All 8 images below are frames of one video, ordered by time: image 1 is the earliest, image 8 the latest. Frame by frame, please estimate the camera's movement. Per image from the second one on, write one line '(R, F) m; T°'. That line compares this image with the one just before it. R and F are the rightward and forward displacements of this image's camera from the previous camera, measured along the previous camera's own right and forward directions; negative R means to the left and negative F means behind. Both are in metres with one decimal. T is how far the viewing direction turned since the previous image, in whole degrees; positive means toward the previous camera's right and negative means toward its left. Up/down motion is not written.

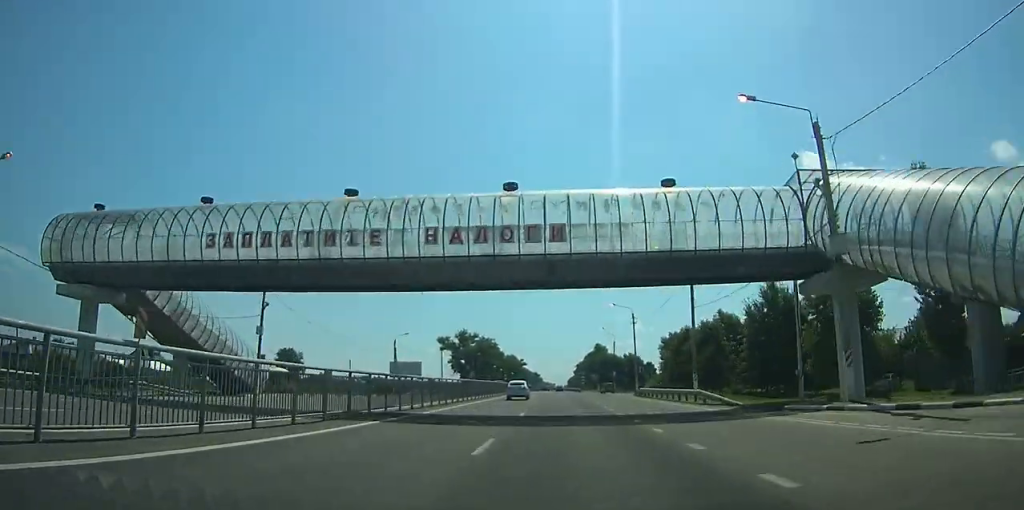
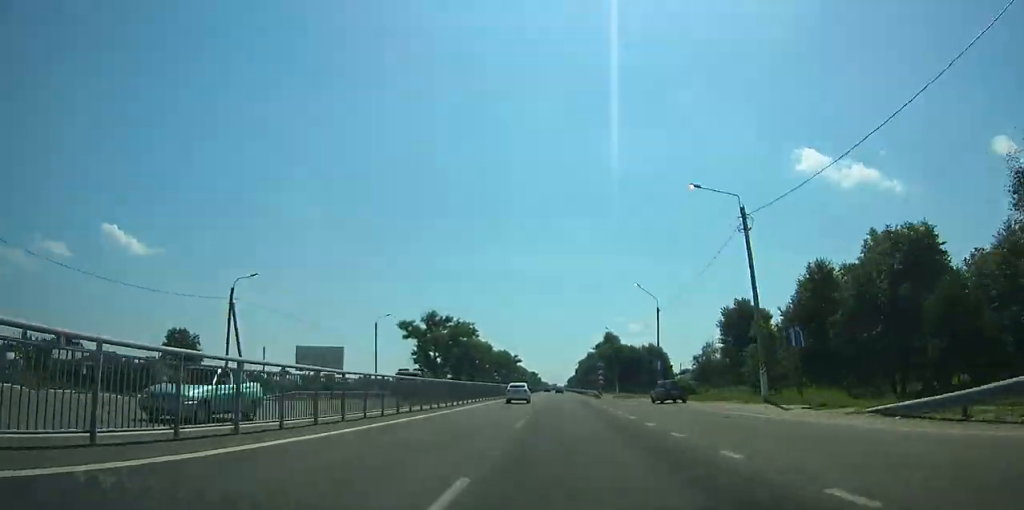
(-0.1, +41.6) m; 0°
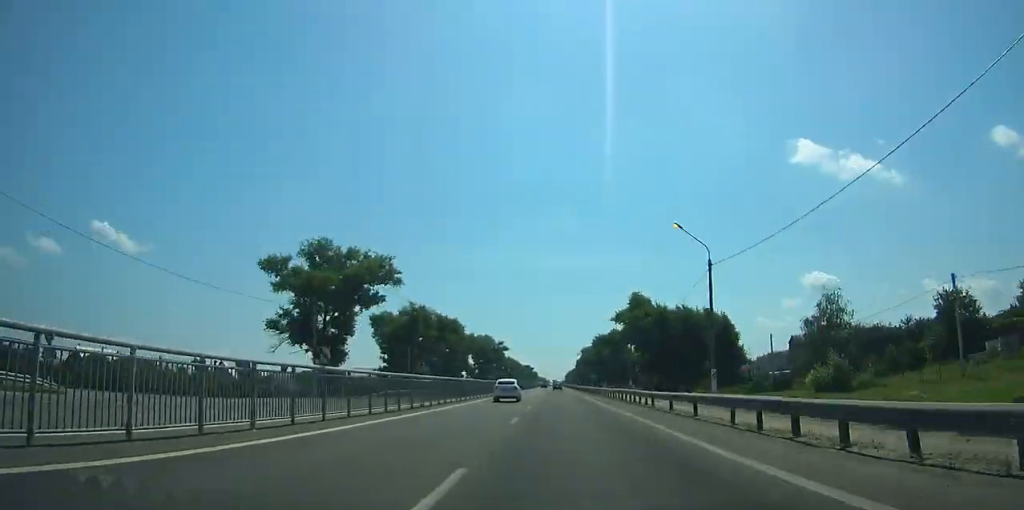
(+0.3, +57.8) m; 0°
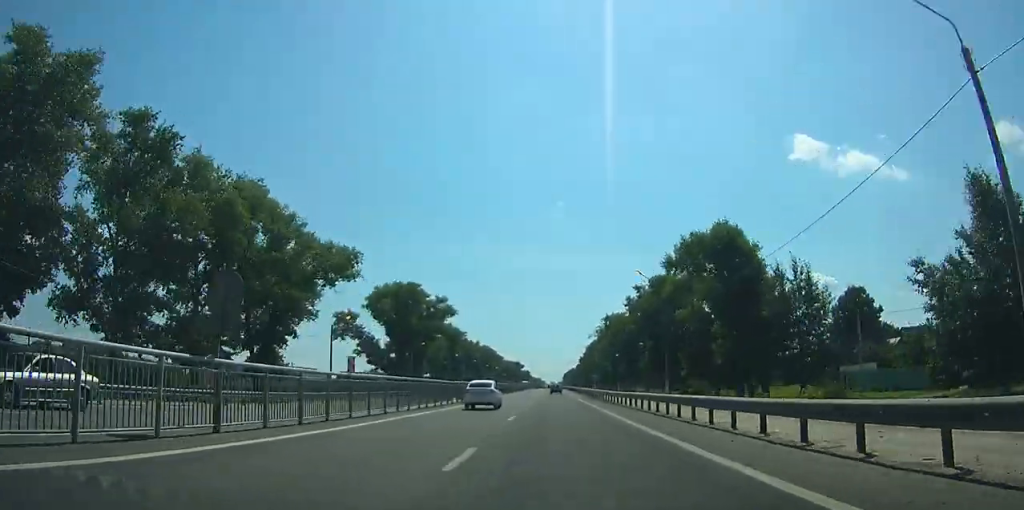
(+0.2, +106.2) m; 0°
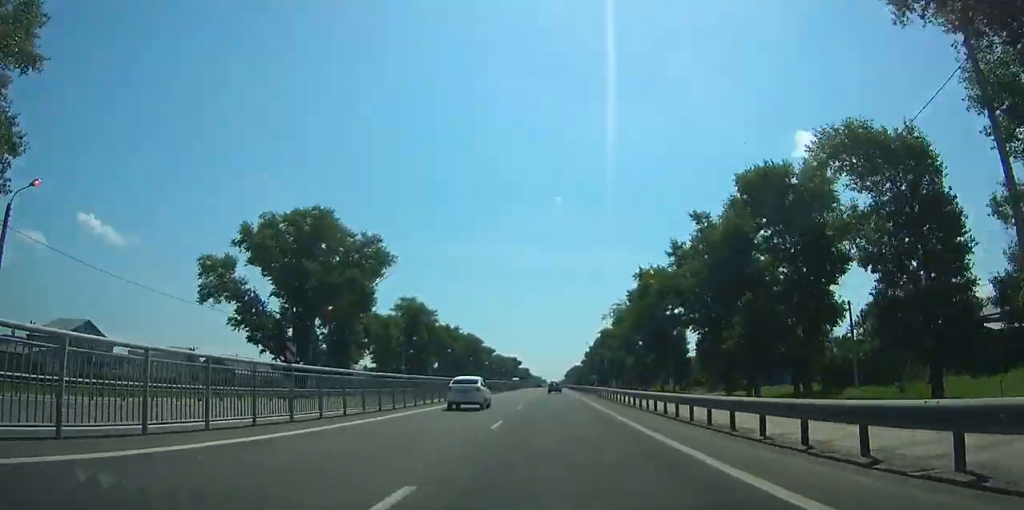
(0.0, +41.3) m; 0°
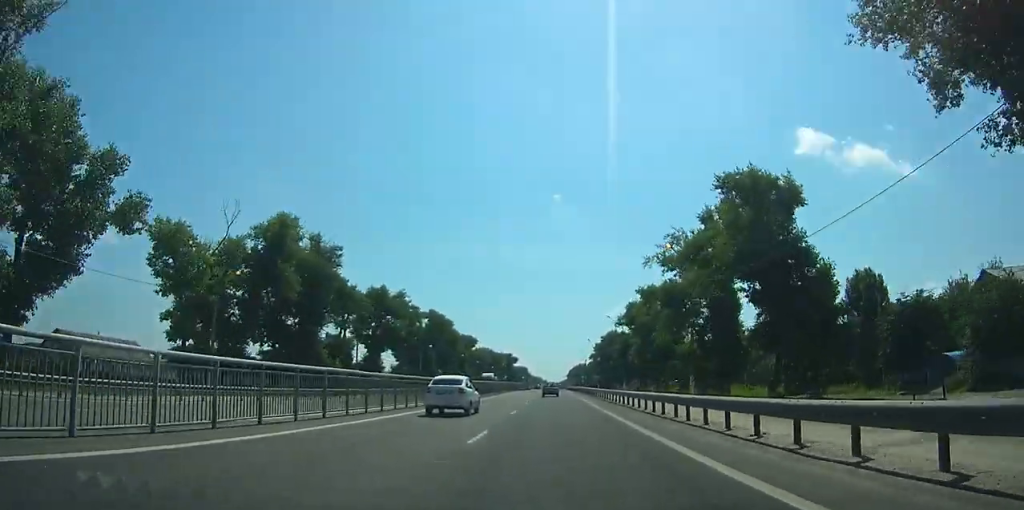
(0.0, +51.0) m; 0°
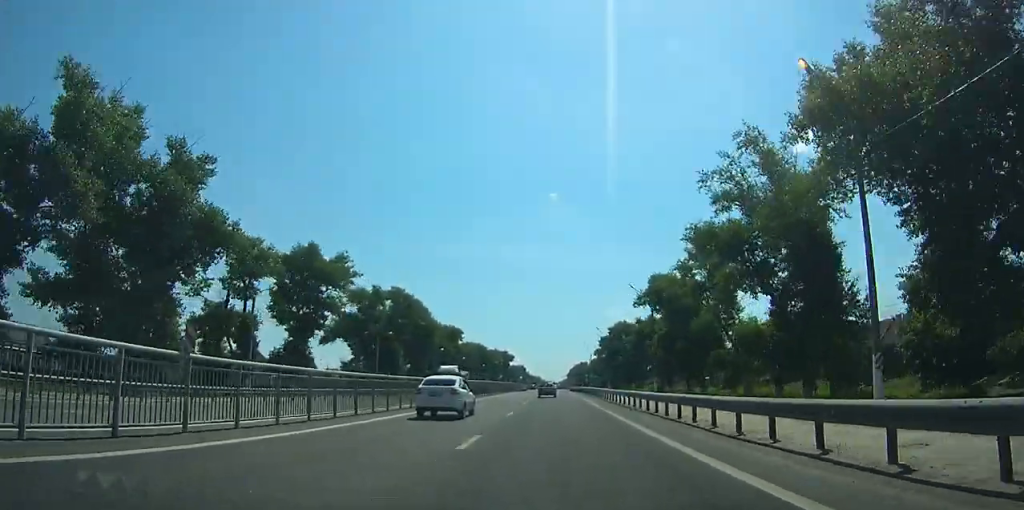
(0.0, +23.9) m; 0°
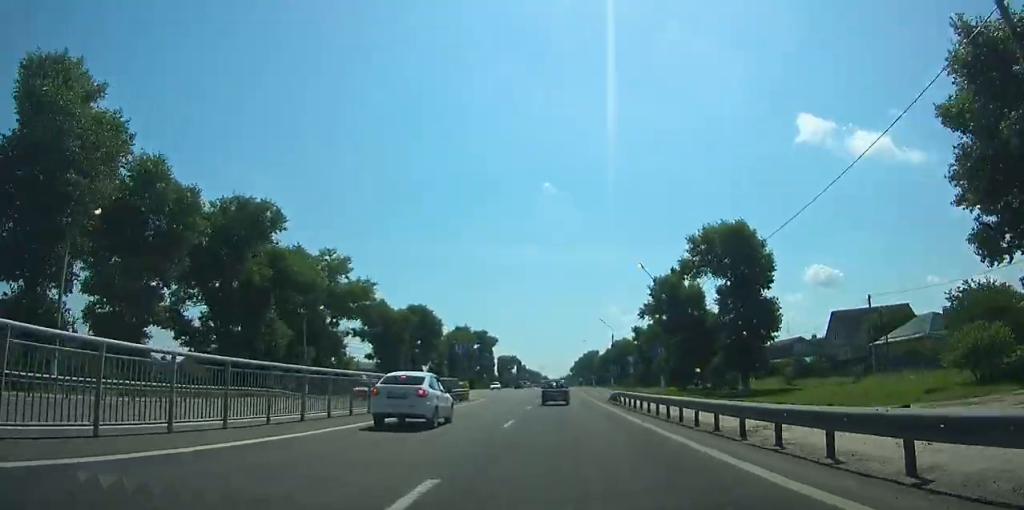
(0.0, +88.1) m; 0°
